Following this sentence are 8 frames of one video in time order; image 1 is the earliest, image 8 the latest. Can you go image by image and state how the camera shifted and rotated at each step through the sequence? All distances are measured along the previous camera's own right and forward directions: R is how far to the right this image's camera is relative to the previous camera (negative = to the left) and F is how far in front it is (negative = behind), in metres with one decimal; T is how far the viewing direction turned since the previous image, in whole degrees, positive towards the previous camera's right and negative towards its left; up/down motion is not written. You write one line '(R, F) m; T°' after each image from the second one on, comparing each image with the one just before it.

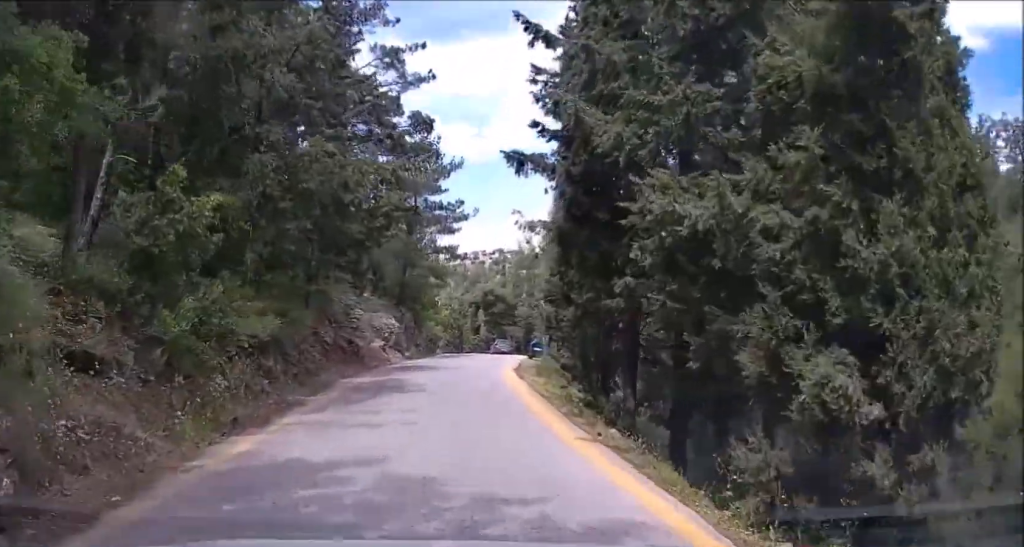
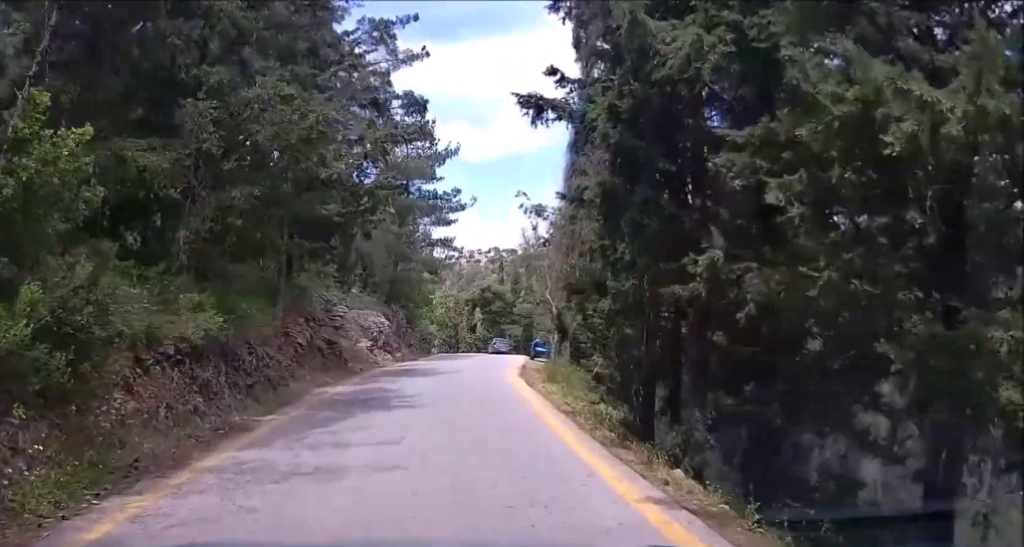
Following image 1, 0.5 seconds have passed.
(0.0, +3.5) m; +1°
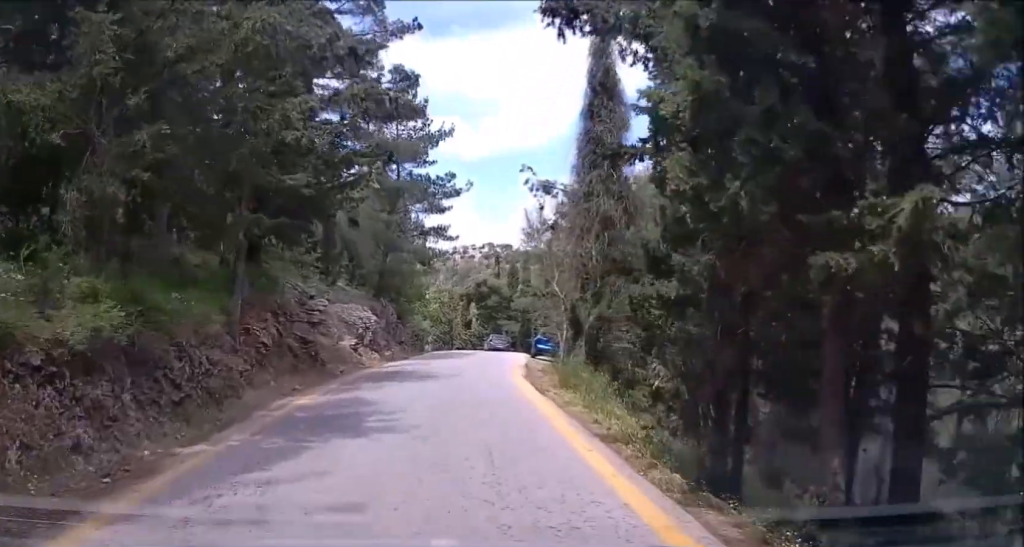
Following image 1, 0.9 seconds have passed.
(+0.1, +3.5) m; +2°
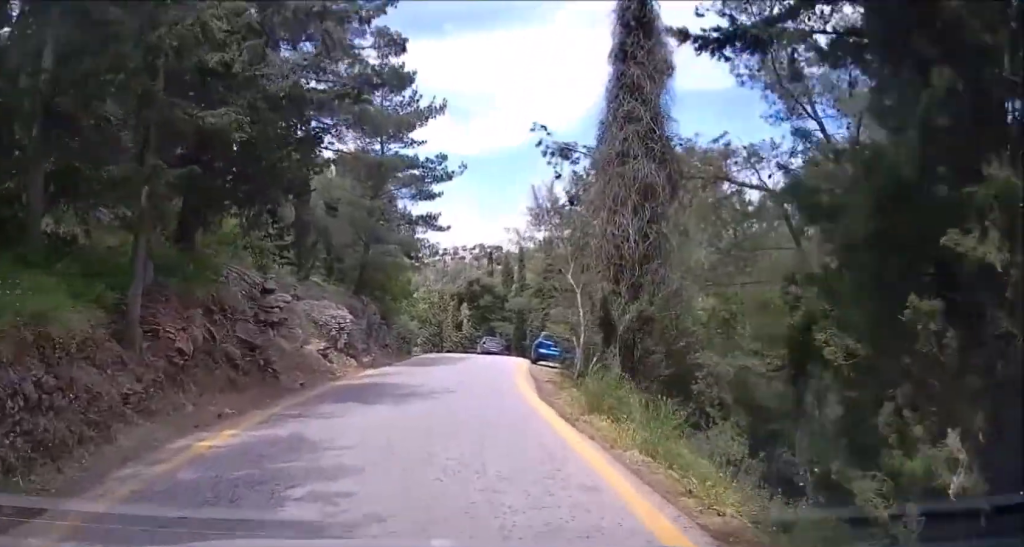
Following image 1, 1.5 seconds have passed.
(+0.1, +4.9) m; +2°
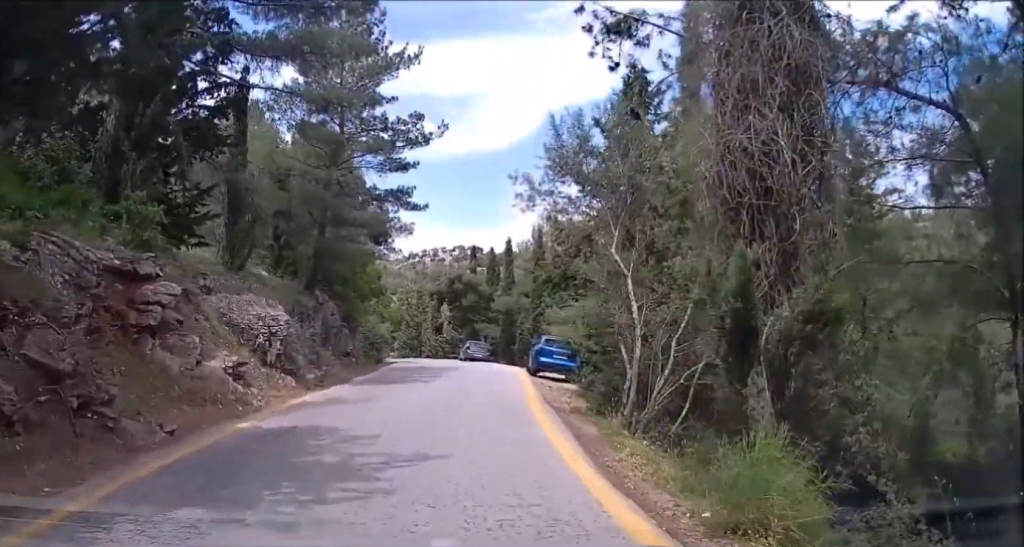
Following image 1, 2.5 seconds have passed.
(+0.2, +8.0) m; +1°
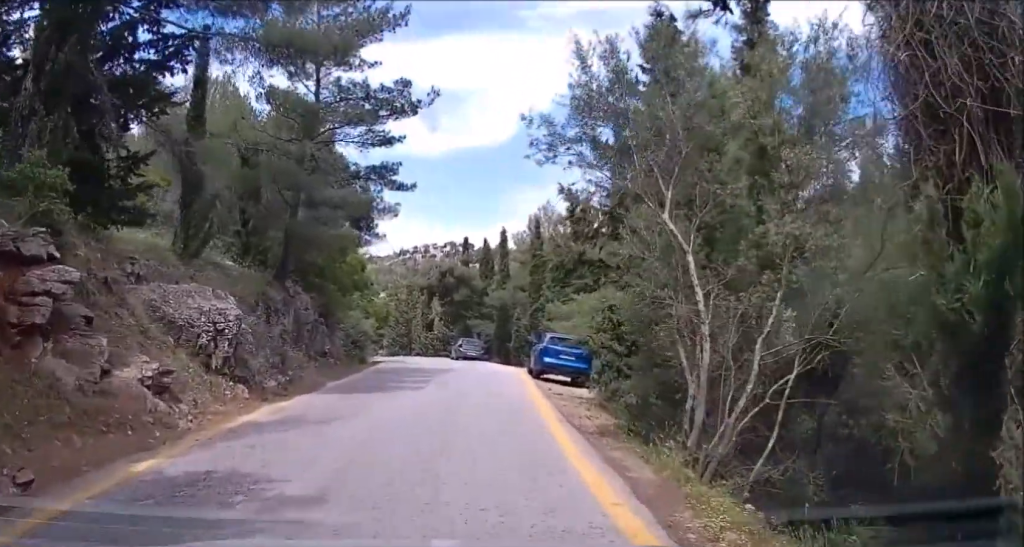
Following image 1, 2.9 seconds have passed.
(-0.1, +3.8) m; 0°
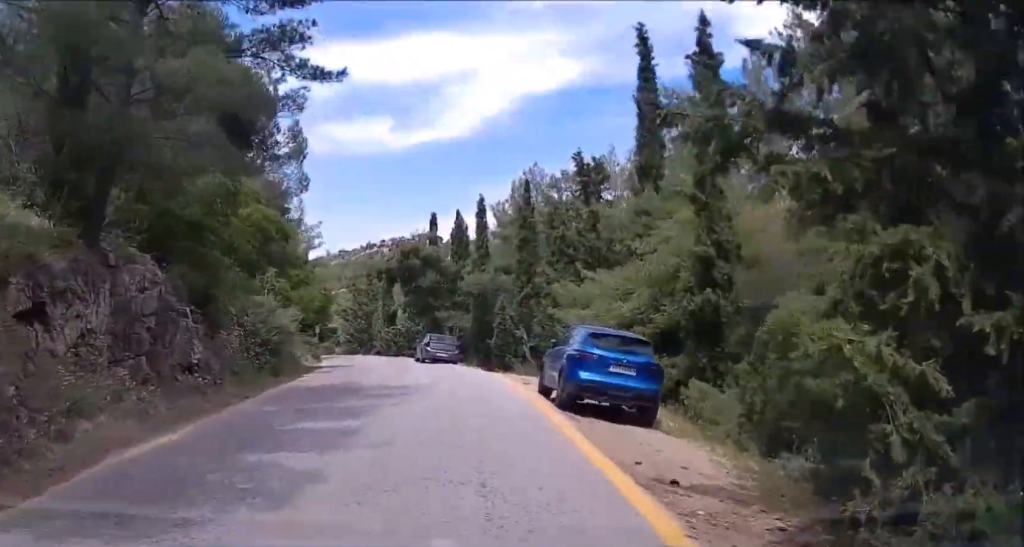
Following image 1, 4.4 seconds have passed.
(+0.3, +11.6) m; +2°
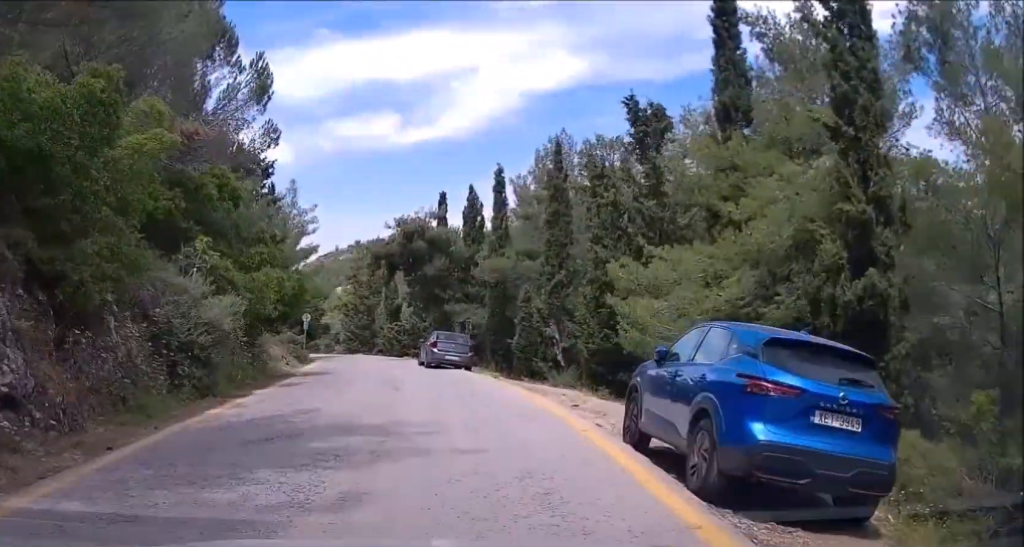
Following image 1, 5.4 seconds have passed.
(0.0, +7.7) m; -3°
